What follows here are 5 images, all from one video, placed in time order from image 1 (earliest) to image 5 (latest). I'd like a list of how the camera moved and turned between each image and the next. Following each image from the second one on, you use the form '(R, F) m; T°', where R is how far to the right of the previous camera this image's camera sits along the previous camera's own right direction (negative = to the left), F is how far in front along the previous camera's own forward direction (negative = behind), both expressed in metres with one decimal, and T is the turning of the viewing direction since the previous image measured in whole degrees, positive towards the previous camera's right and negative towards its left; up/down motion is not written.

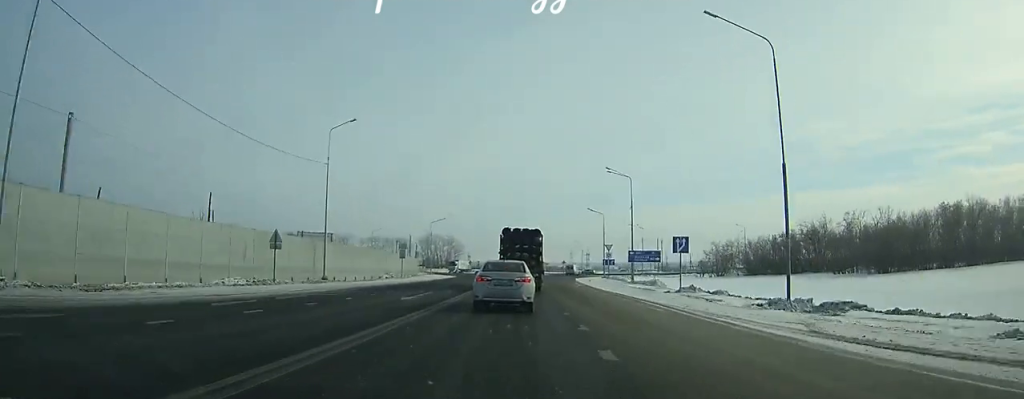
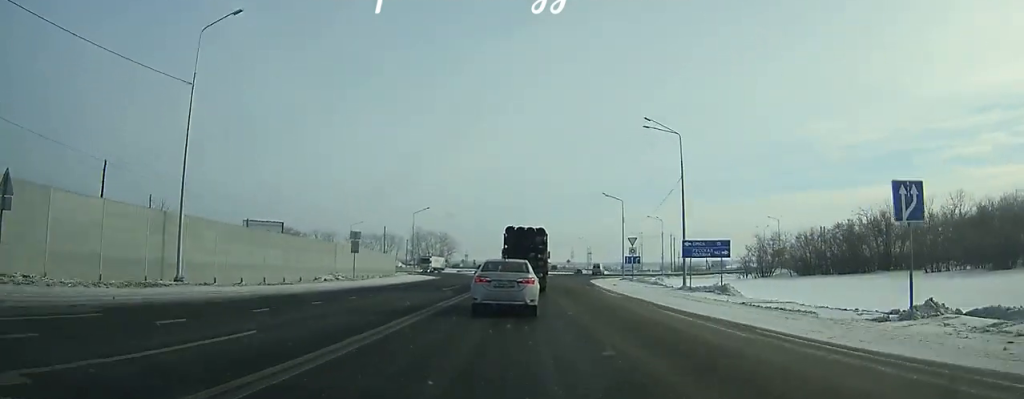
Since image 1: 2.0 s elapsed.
(+0.1, +18.8) m; +1°
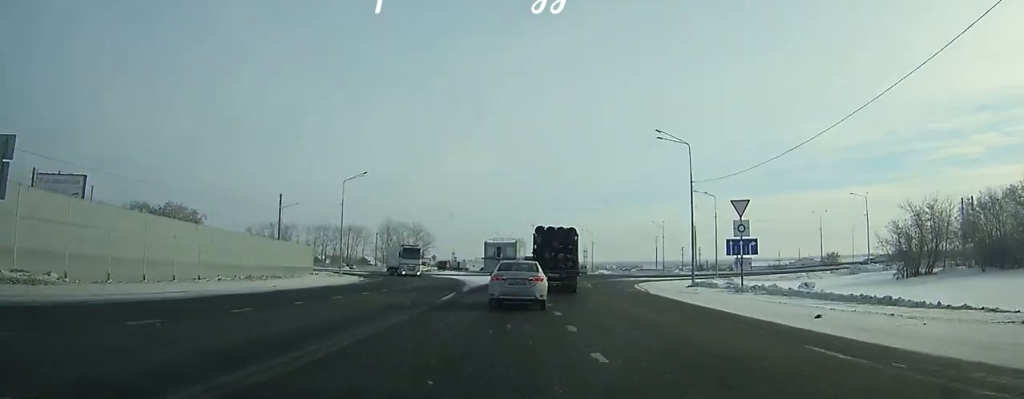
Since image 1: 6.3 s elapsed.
(+0.5, +35.1) m; +2°
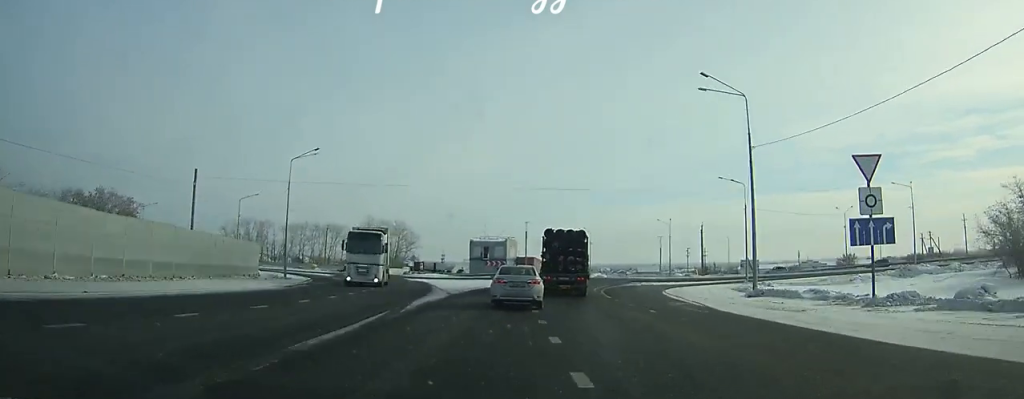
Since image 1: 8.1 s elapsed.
(+0.1, +12.4) m; +2°
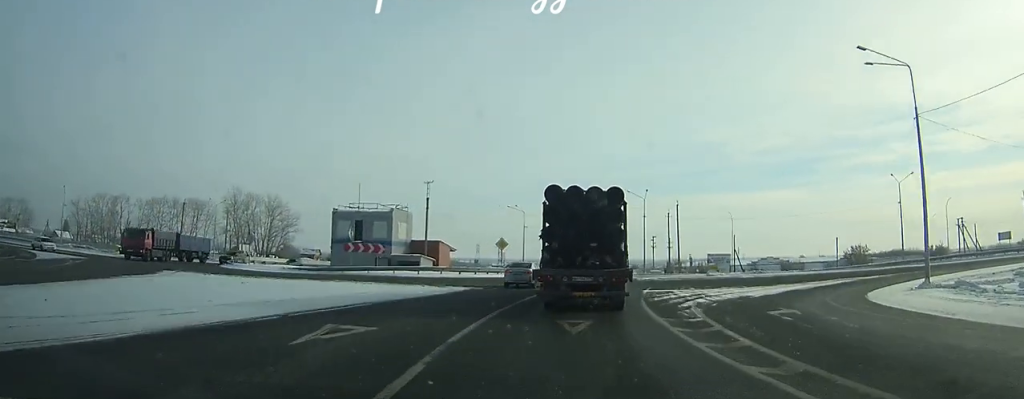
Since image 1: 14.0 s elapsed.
(+2.3, +31.3) m; +10°
